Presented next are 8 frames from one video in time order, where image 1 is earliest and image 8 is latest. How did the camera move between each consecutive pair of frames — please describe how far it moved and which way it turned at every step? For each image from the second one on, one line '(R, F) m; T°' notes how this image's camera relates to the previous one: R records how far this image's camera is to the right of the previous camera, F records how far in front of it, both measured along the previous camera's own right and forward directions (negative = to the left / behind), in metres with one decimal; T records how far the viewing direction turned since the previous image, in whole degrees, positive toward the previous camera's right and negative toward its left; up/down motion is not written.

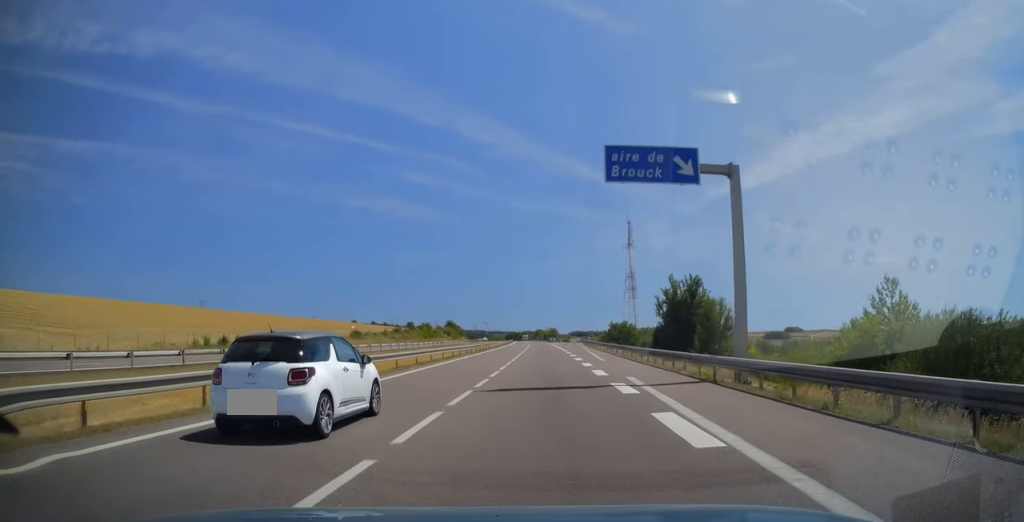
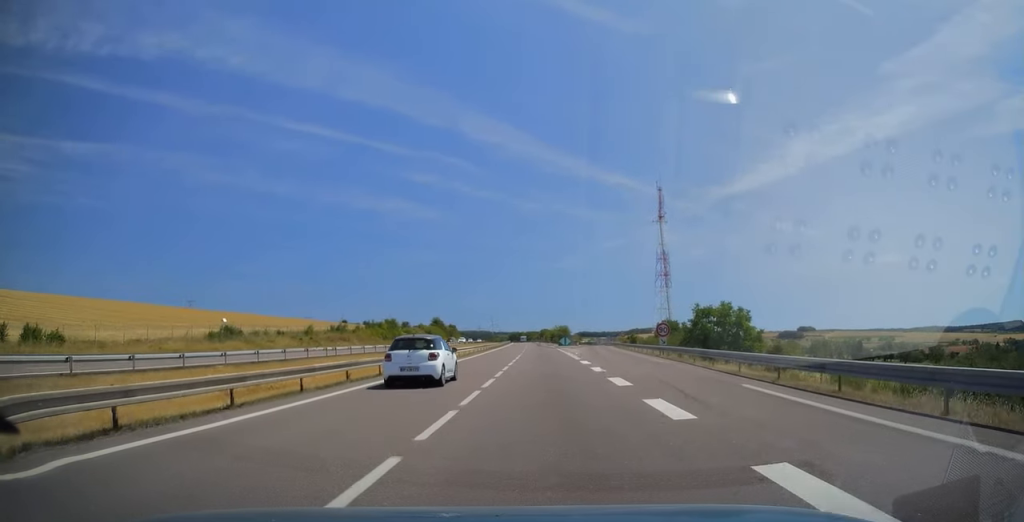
(-0.3, +56.0) m; 0°
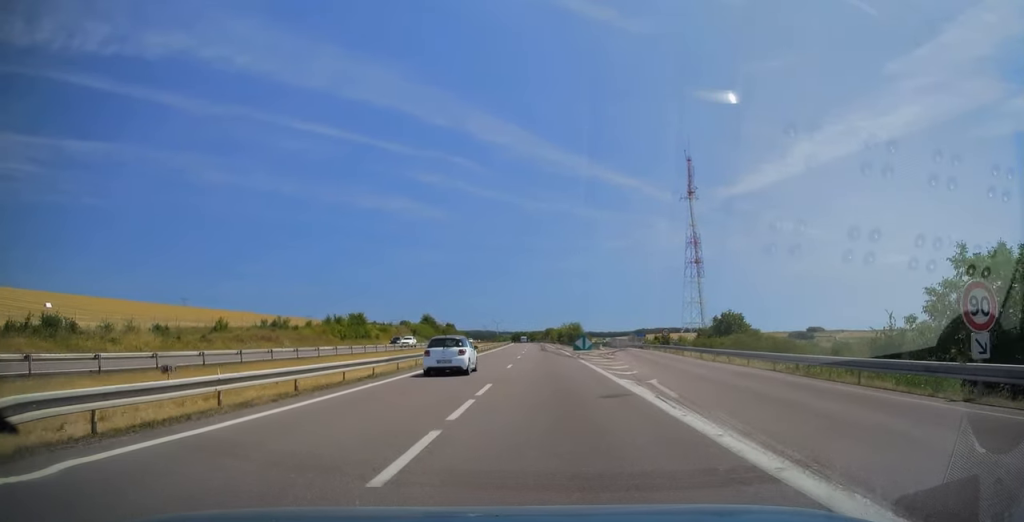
(0.0, +32.6) m; -1°
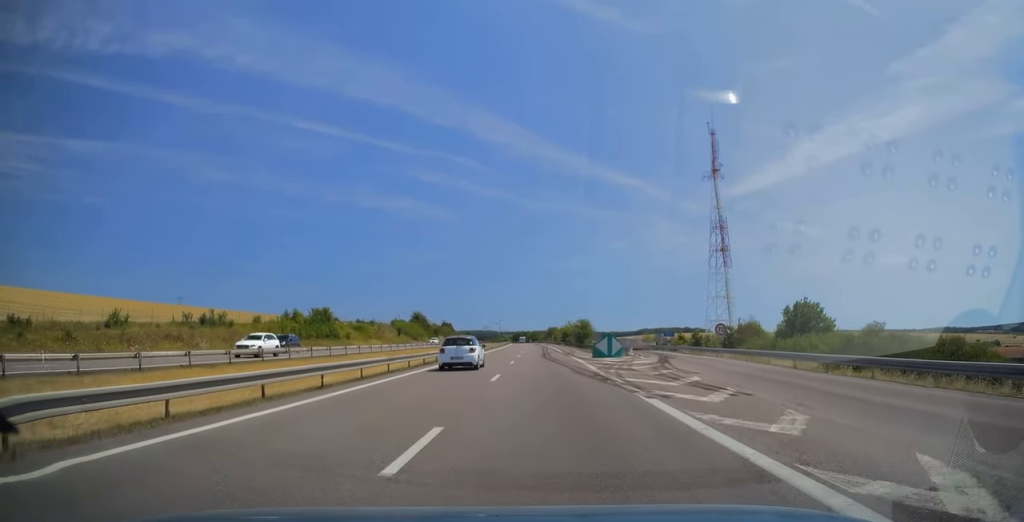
(-0.5, +21.4) m; -1°
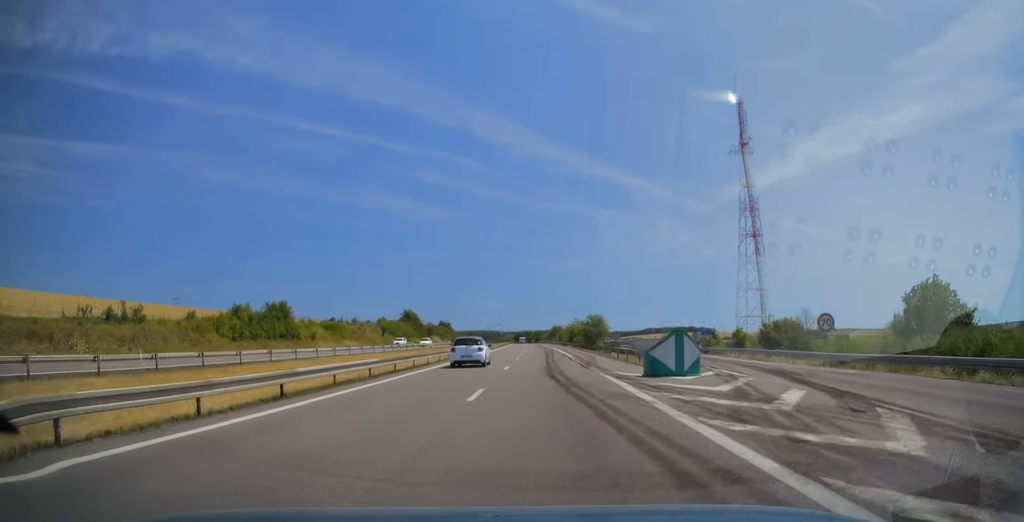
(+0.3, +18.9) m; 0°
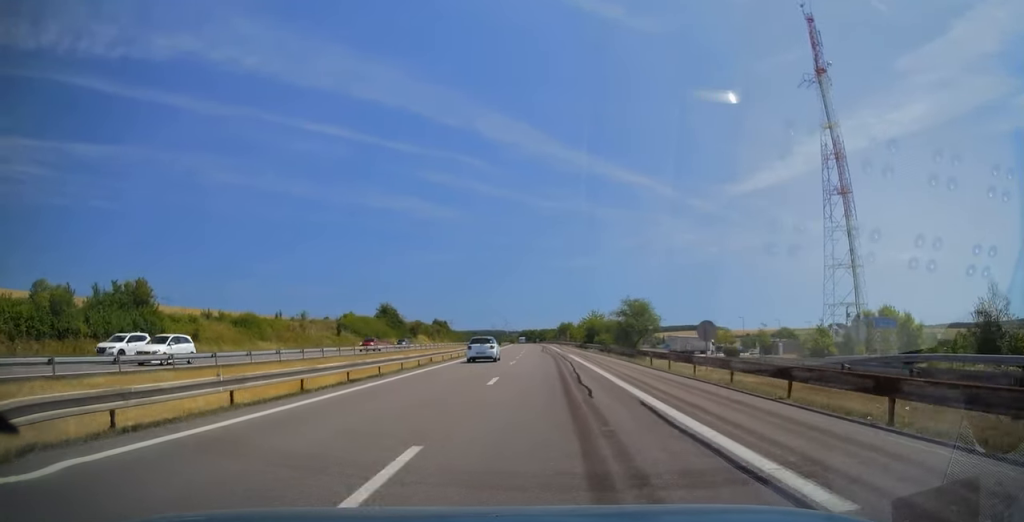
(-0.2, +34.6) m; -1°
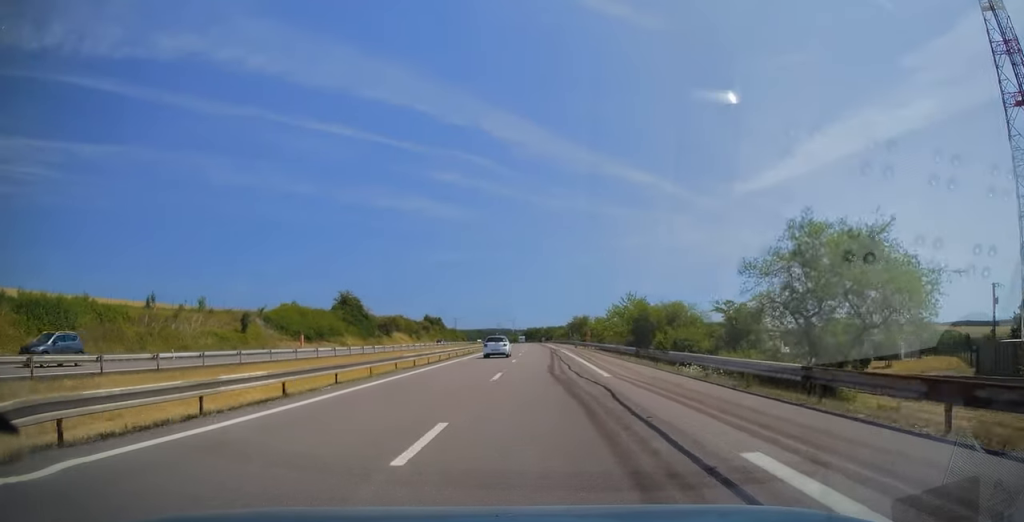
(-0.1, +37.2) m; 0°
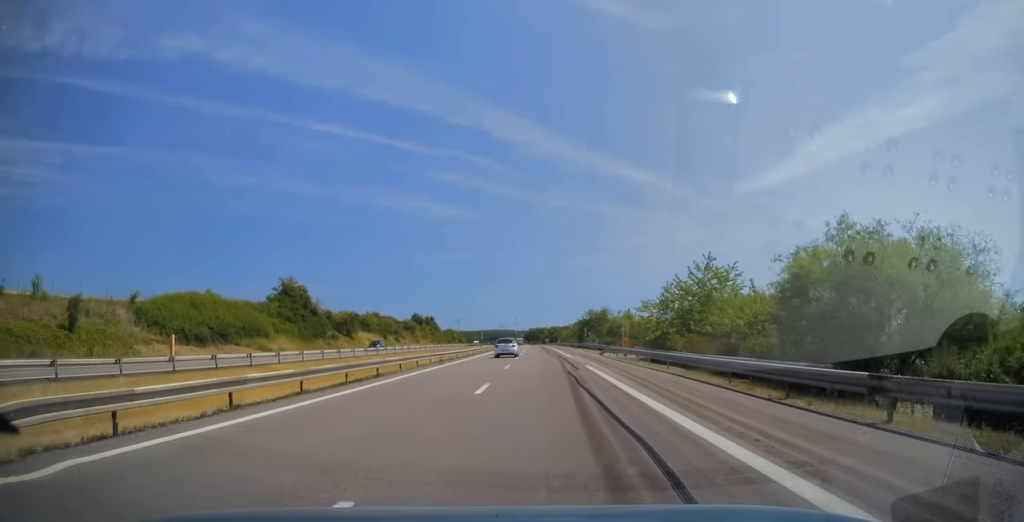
(-0.1, +30.6) m; 0°
